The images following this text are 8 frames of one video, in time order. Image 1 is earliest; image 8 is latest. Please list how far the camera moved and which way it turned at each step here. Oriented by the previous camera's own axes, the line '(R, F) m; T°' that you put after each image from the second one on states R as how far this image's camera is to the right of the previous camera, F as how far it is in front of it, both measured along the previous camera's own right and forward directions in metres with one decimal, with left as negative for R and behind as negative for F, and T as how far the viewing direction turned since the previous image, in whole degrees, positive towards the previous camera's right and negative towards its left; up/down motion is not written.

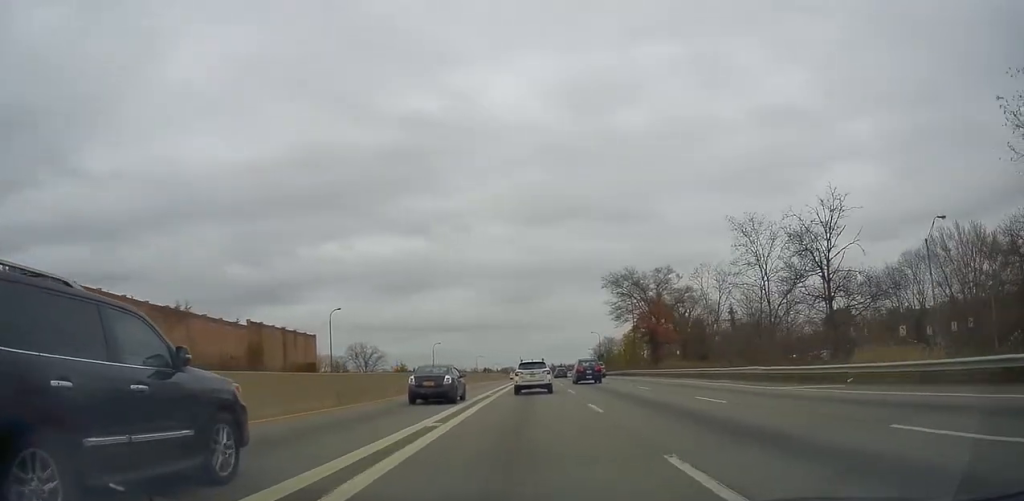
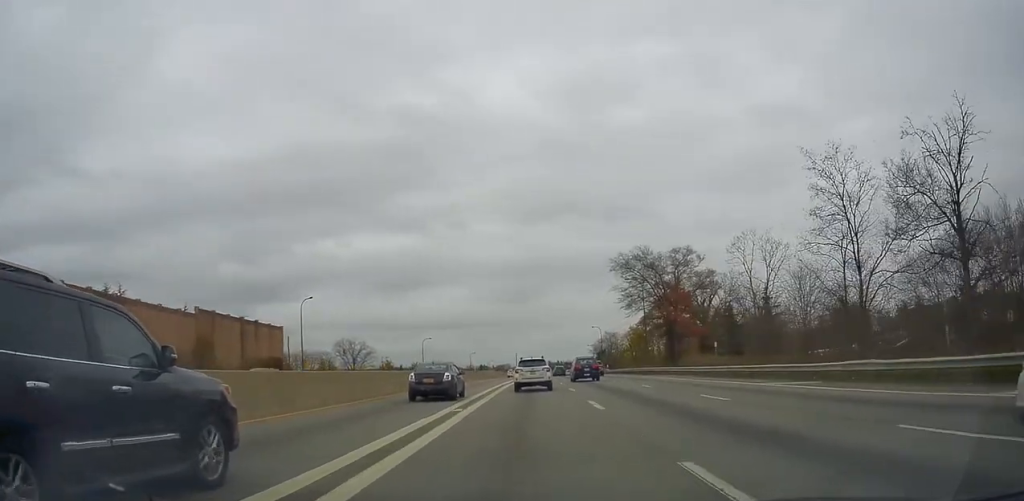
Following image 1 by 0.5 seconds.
(+0.2, +12.2) m; +1°
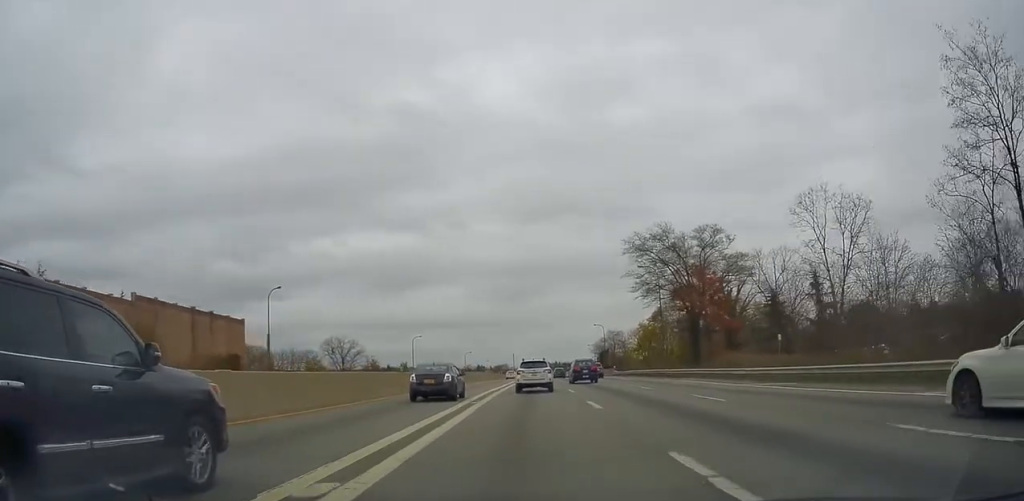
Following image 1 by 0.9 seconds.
(0.0, +11.7) m; 0°
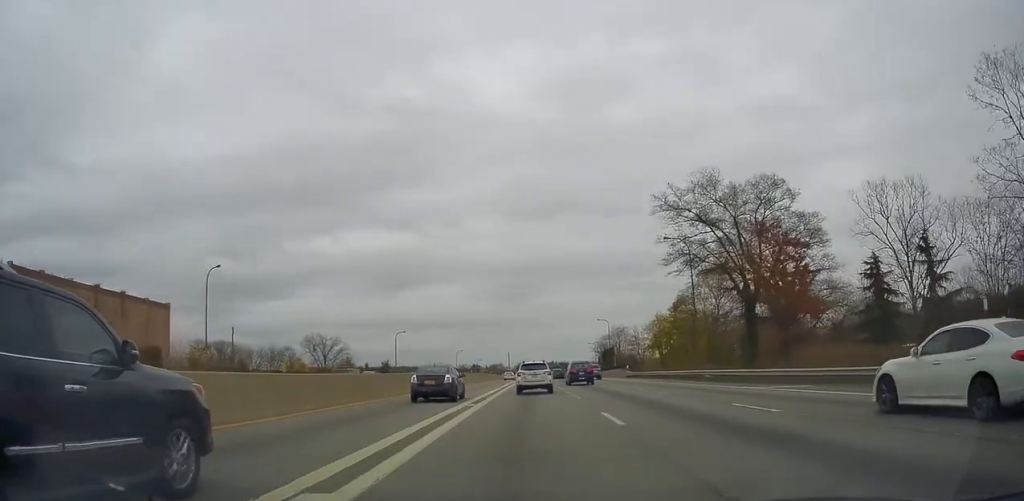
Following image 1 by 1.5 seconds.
(0.0, +16.5) m; 0°
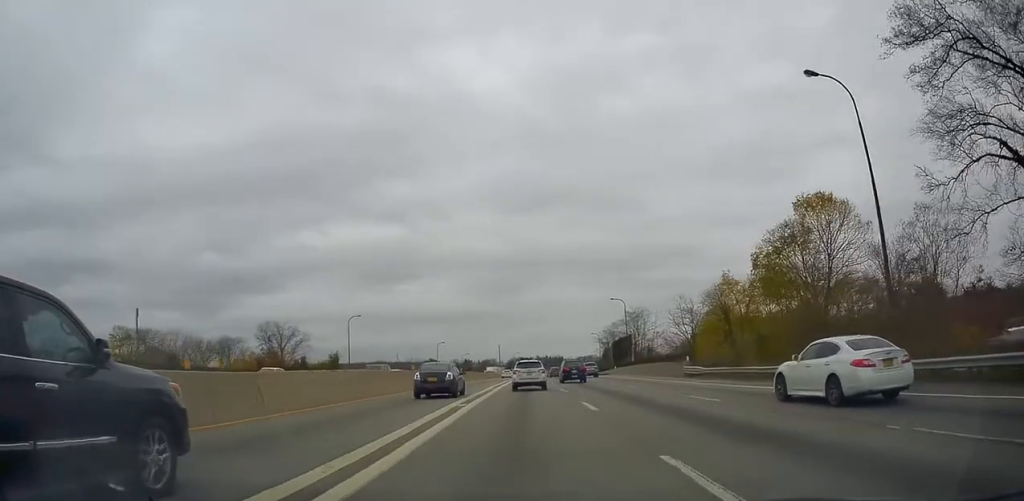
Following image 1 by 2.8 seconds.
(+0.4, +33.2) m; +2°
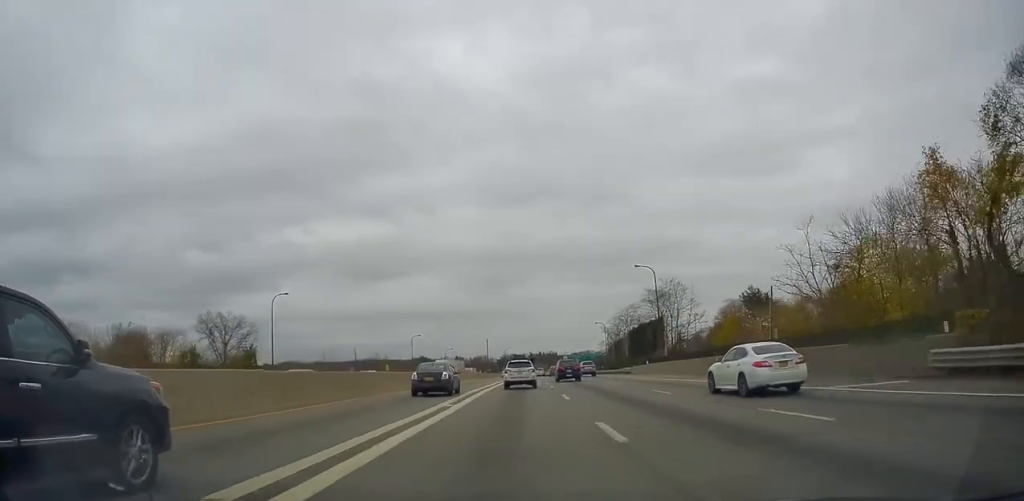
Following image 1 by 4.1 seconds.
(+0.4, +31.5) m; +1°
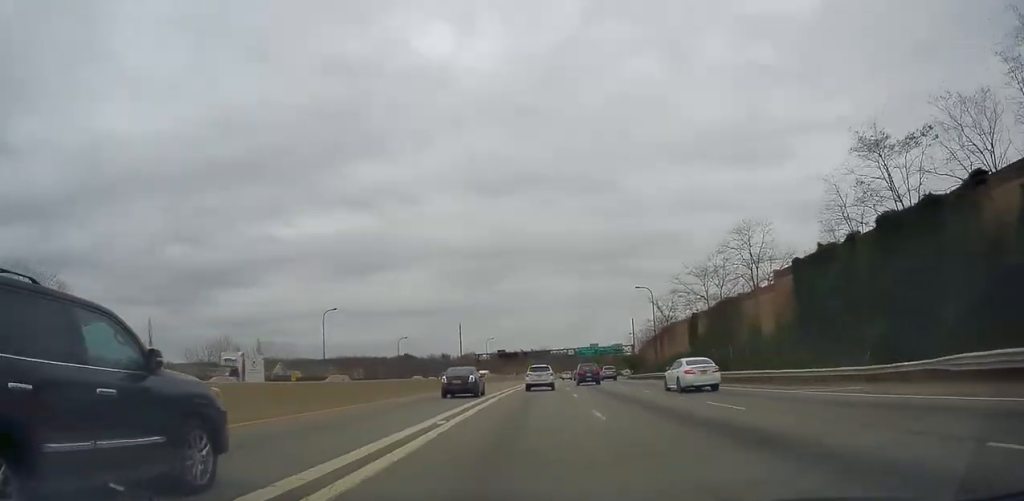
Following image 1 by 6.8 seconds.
(+1.0, +67.0) m; +1°
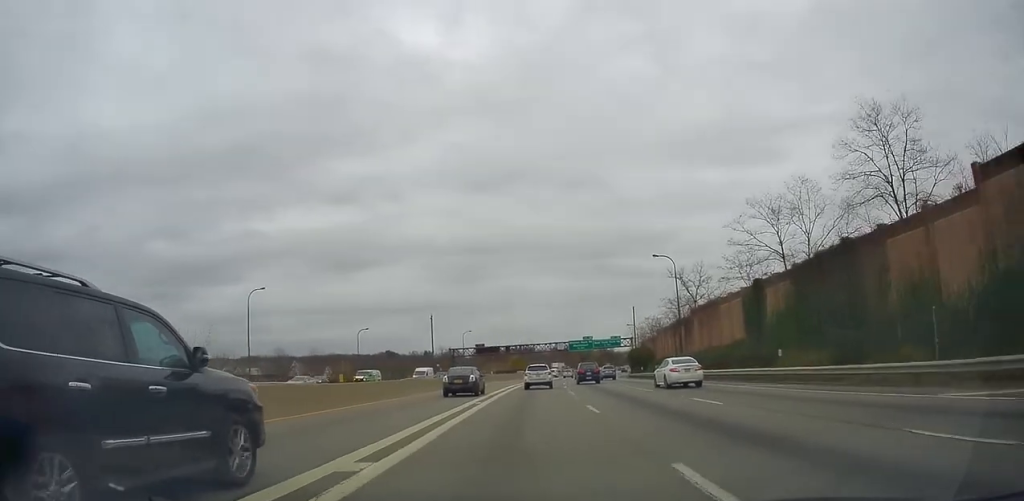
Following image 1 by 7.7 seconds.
(-0.3, +22.7) m; -1°
